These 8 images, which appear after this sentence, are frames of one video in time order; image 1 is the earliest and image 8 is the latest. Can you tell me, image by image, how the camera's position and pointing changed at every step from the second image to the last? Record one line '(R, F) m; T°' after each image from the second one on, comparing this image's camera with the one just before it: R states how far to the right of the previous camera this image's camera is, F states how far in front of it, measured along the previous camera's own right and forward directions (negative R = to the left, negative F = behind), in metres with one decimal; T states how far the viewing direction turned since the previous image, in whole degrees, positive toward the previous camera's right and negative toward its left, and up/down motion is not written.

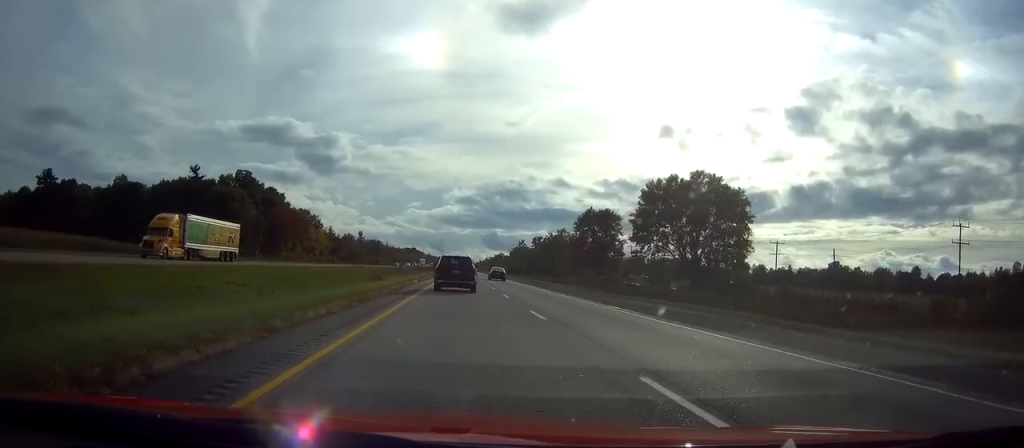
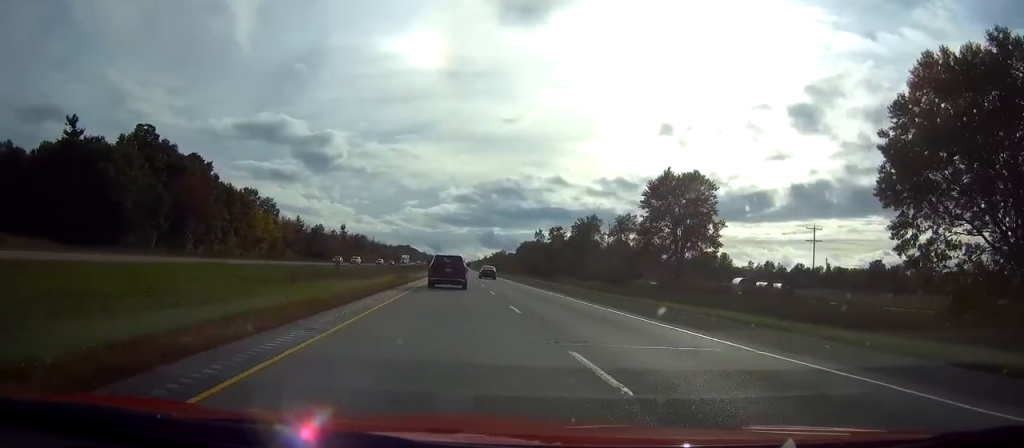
(+0.2, +67.7) m; 0°
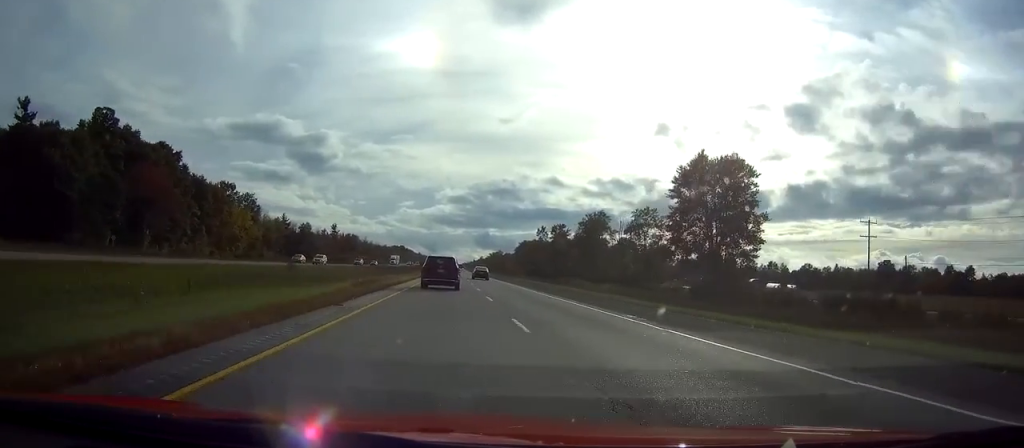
(0.0, +17.3) m; 0°
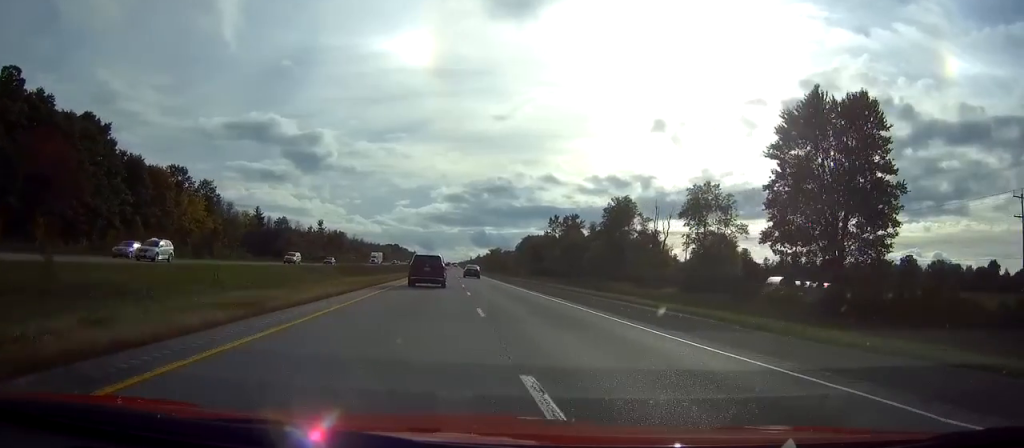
(0.0, +32.4) m; 0°
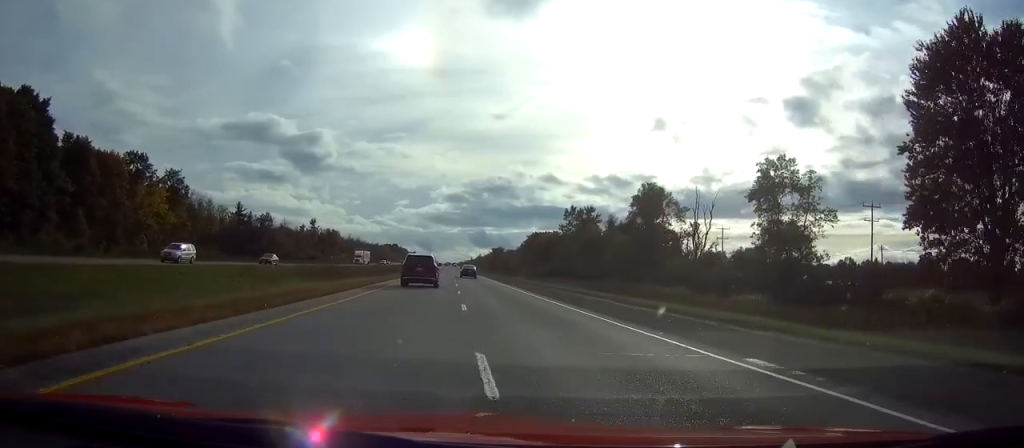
(+0.1, +22.1) m; 0°
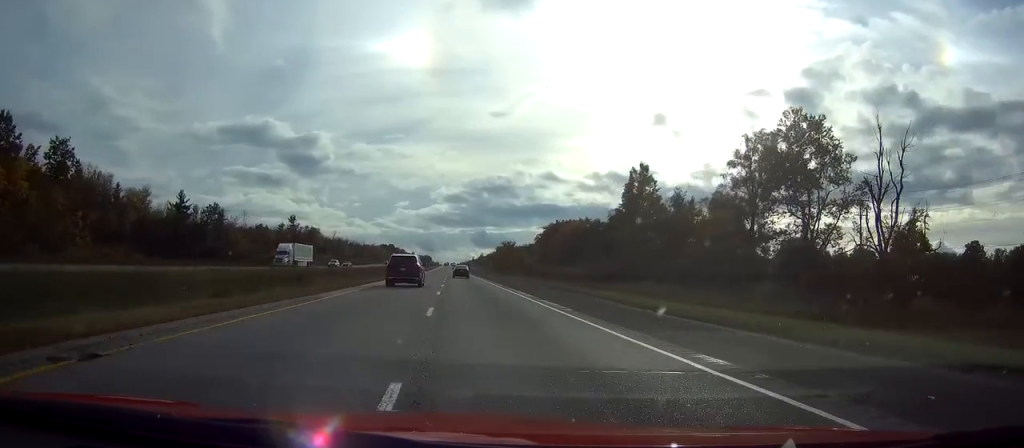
(0.0, +50.2) m; 0°
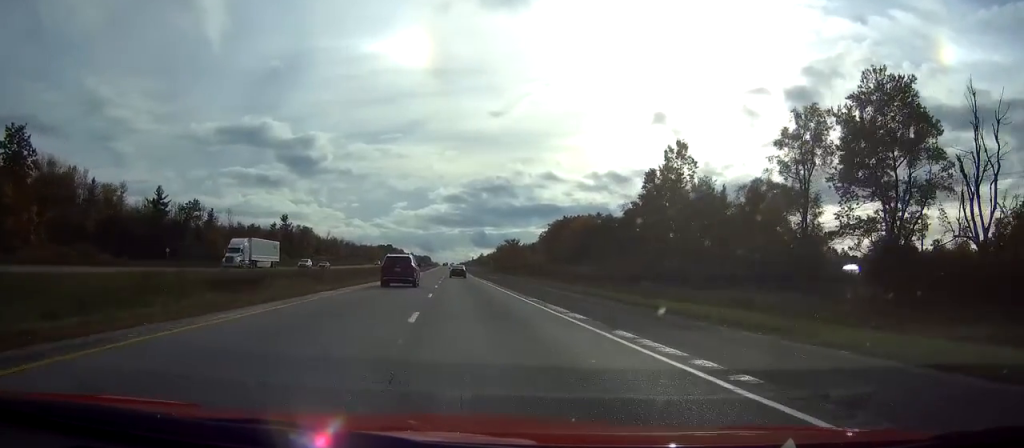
(0.0, +14.1) m; 0°
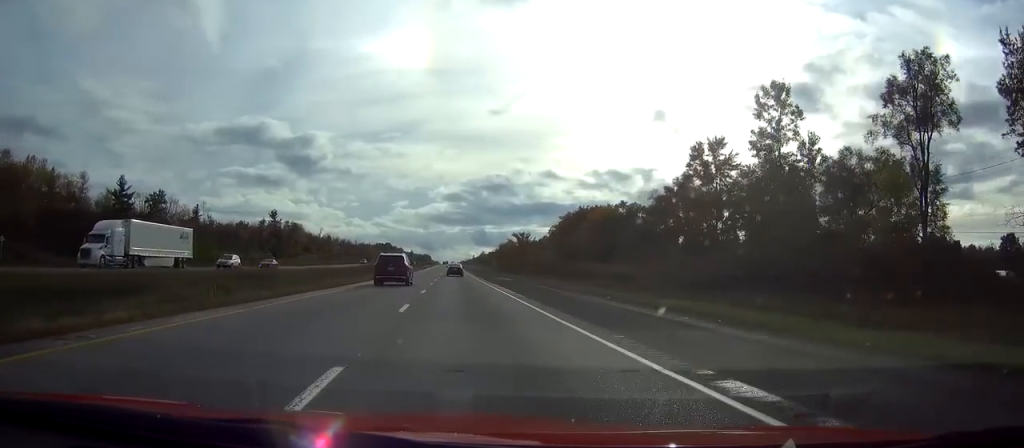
(0.0, +21.1) m; 0°
